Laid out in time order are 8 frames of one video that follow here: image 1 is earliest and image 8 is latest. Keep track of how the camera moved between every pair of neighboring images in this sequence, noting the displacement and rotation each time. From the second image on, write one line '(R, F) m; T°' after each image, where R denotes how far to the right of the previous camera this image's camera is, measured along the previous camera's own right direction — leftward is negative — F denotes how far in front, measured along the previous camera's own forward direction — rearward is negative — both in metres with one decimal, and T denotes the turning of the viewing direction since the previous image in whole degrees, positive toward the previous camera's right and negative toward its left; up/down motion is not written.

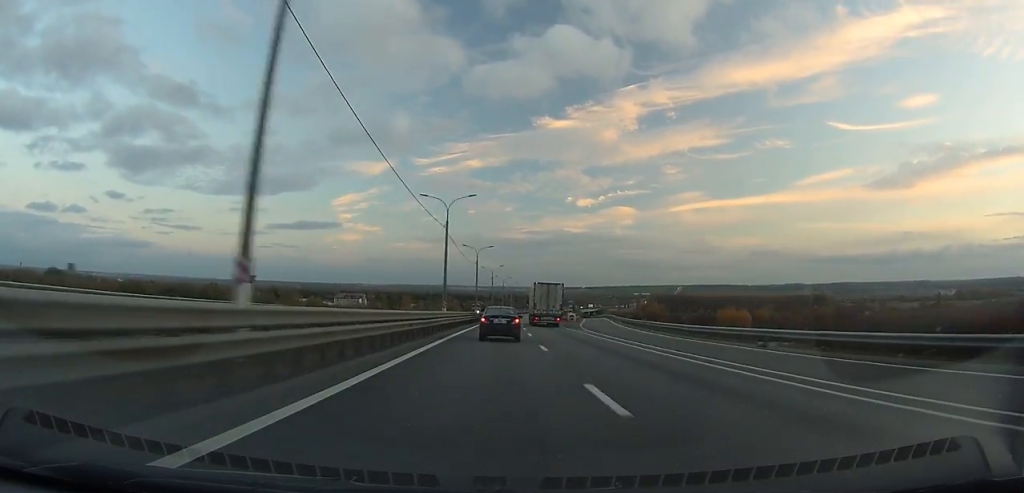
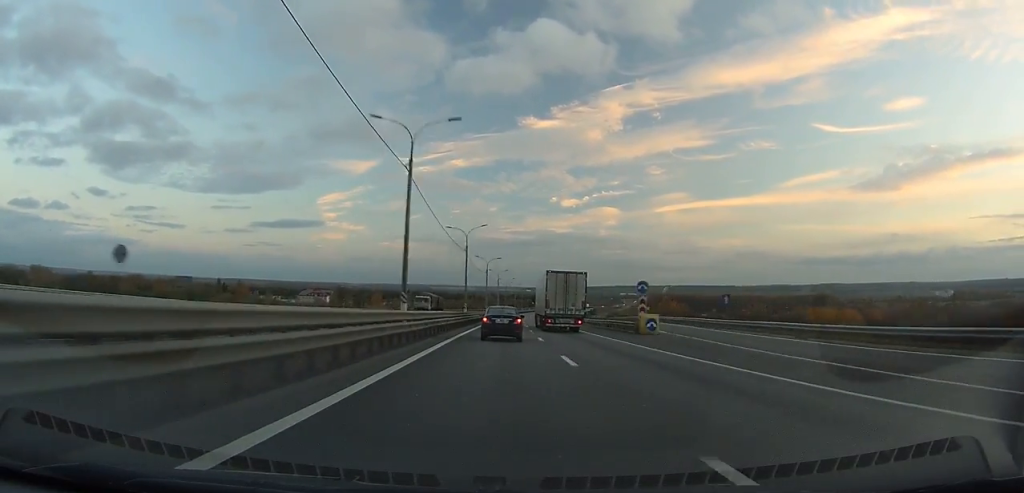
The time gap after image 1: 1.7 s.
(+1.5, +53.7) m; +2°
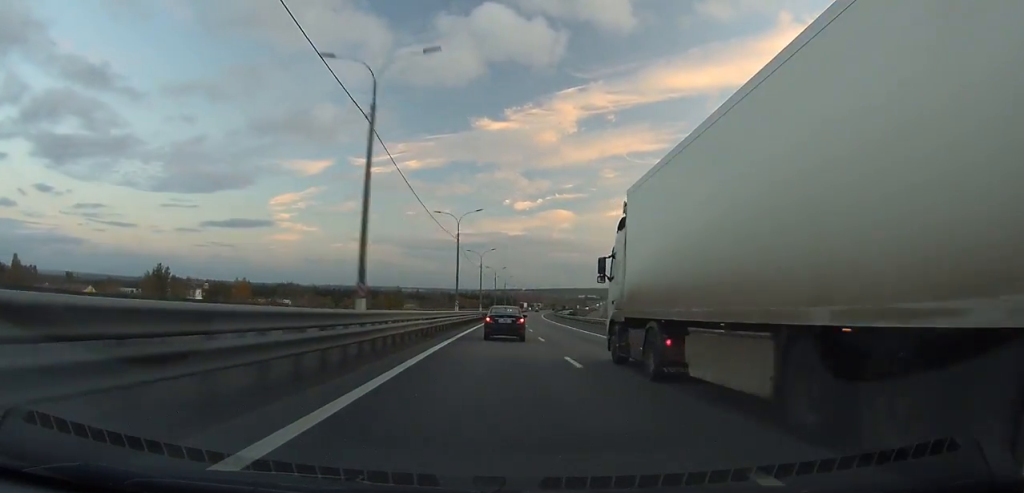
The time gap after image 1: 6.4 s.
(+5.2, +145.7) m; +4°
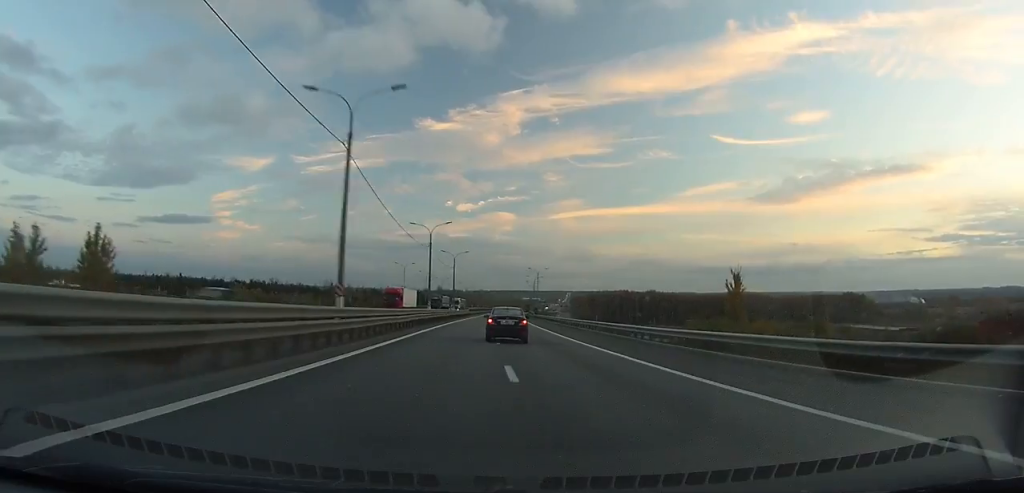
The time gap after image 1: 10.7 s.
(+6.1, +134.7) m; +5°
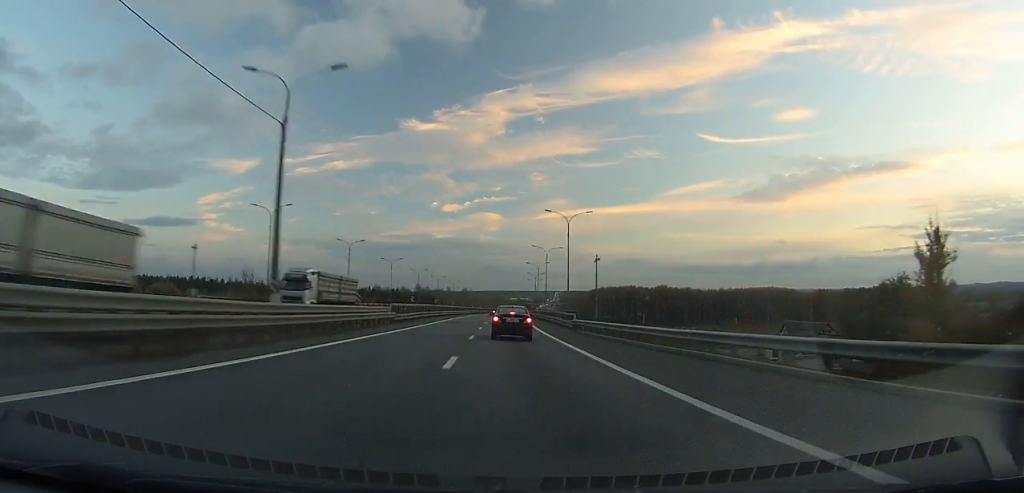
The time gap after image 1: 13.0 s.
(+1.4, +70.8) m; +2°
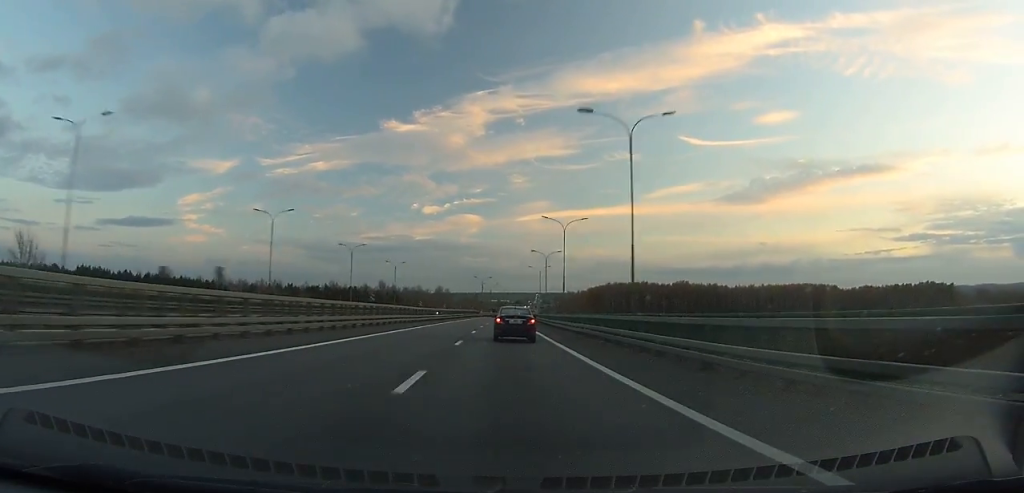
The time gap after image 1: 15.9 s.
(+1.4, +85.3) m; +2°
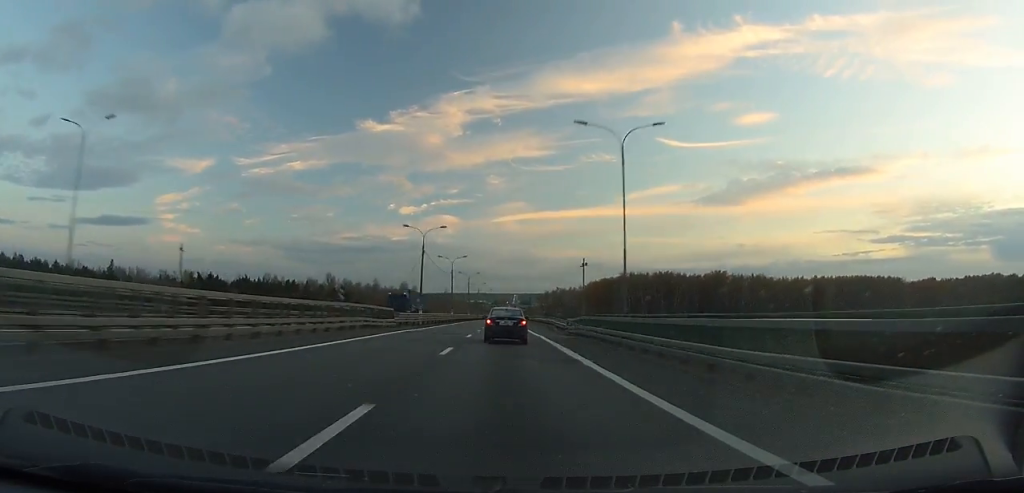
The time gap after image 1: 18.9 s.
(+1.5, +86.8) m; +2°
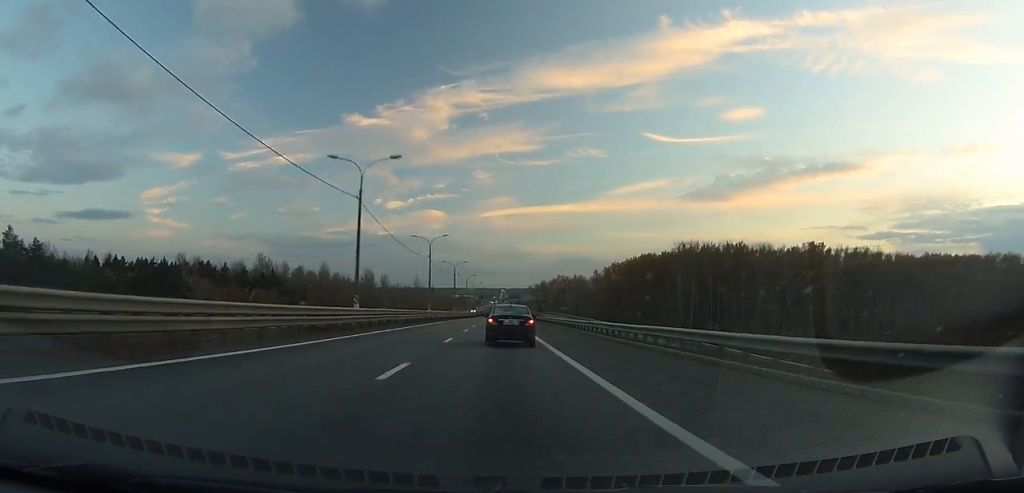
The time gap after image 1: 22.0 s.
(+1.3, +88.7) m; +1°
